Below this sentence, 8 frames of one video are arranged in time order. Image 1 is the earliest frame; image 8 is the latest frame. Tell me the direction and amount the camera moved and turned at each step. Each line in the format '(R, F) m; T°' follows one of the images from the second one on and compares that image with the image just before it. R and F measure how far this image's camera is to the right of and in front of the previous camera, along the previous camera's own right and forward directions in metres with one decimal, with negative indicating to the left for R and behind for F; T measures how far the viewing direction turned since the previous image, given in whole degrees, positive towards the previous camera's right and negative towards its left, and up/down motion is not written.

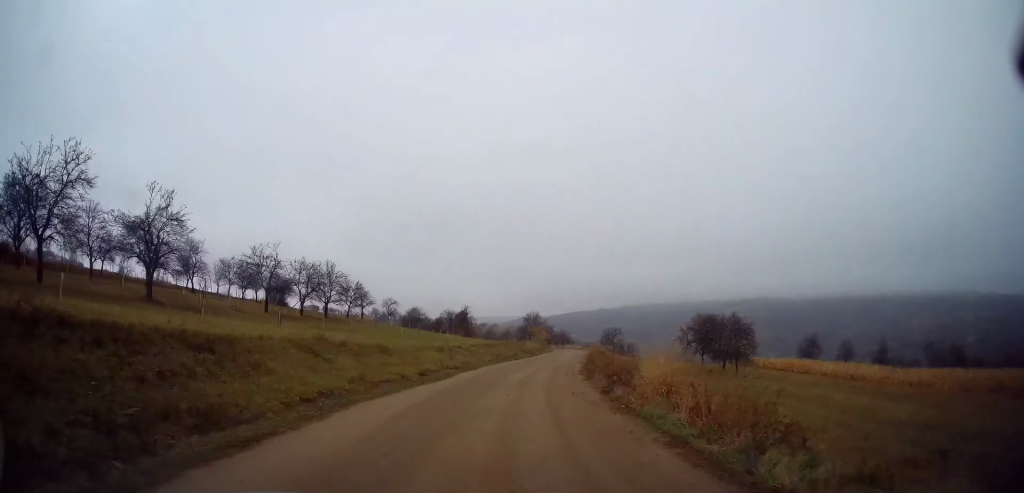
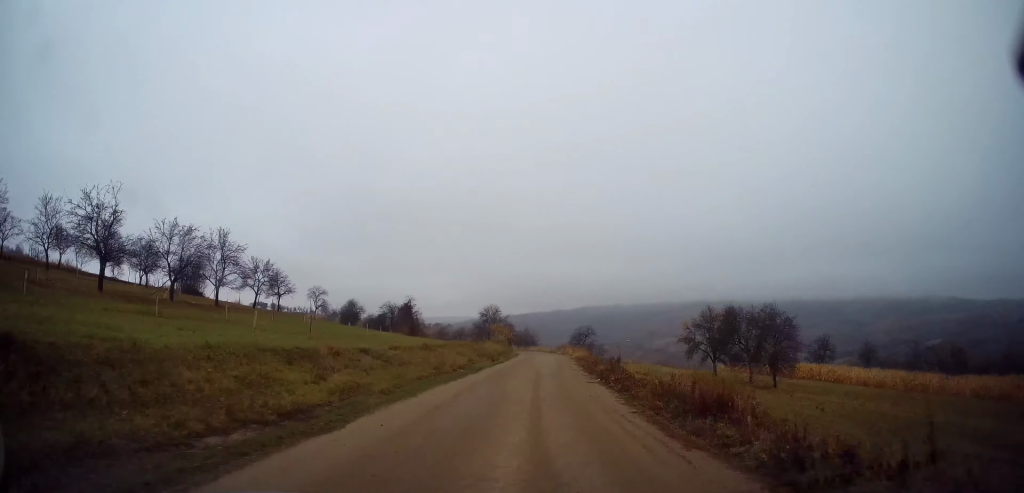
(+0.8, +16.2) m; +5°
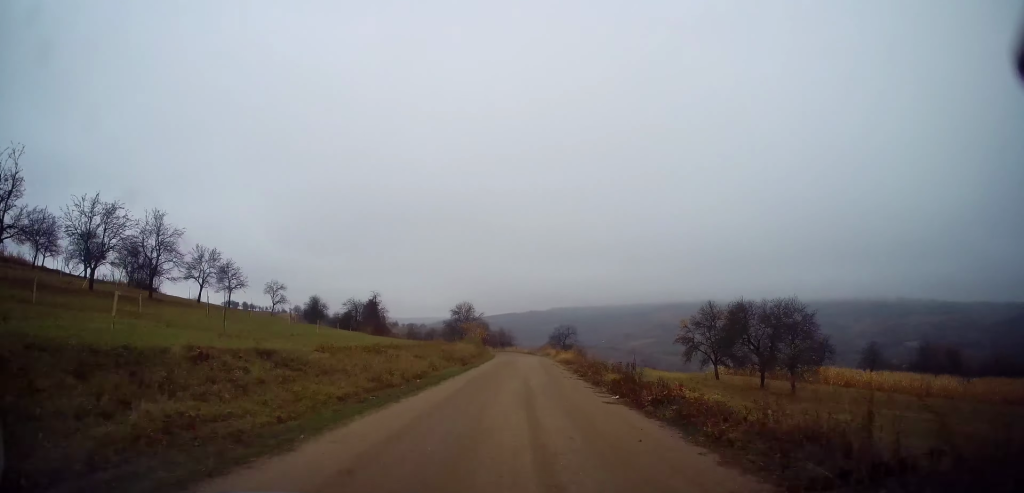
(0.0, +6.2) m; +2°
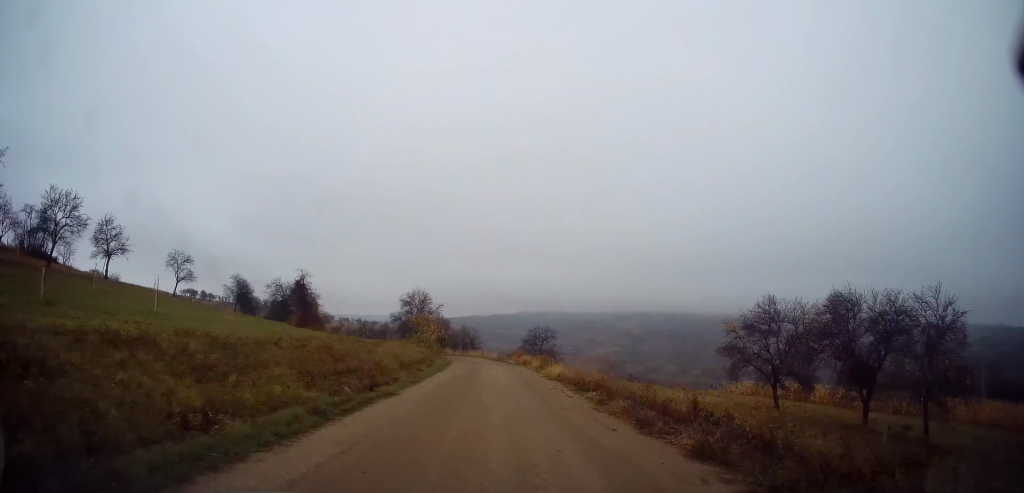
(+0.6, +15.5) m; +5°
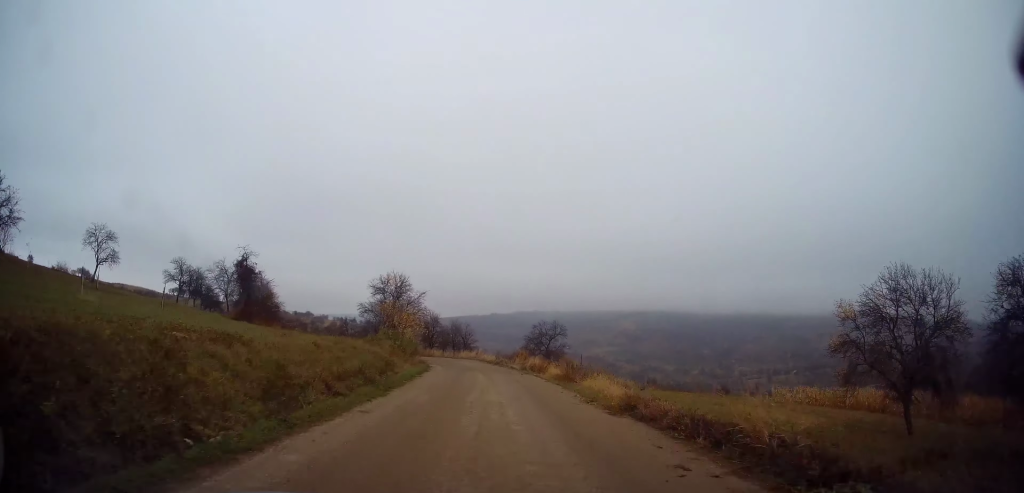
(+0.4, +11.7) m; +1°
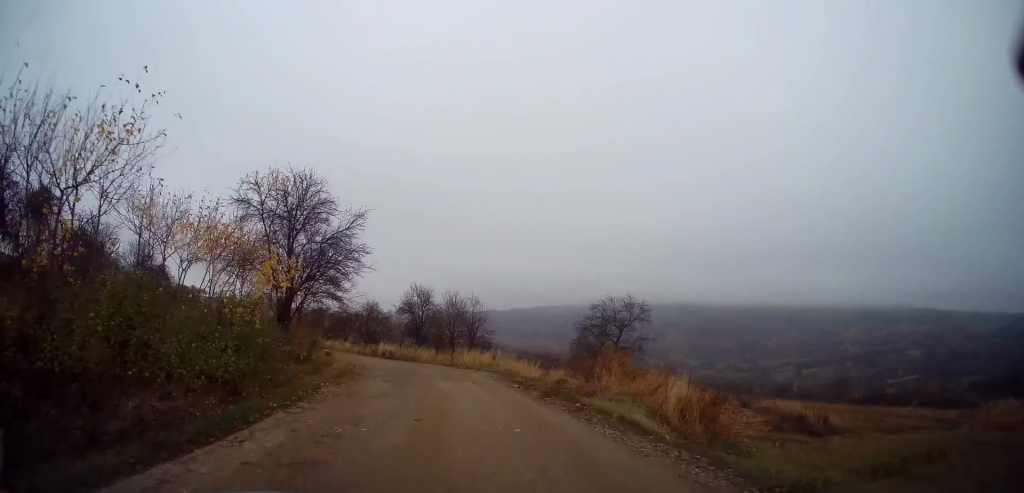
(-0.7, +24.8) m; -4°
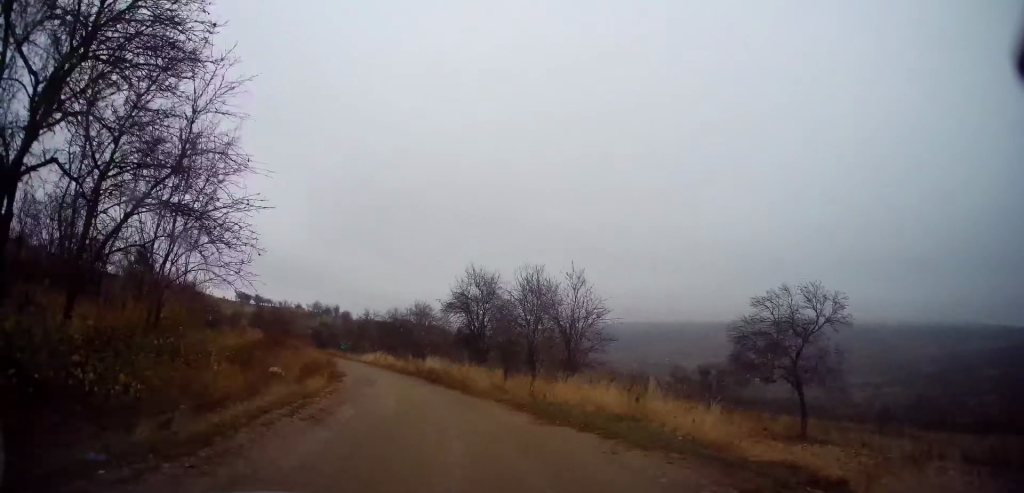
(-0.4, +14.4) m; -5°
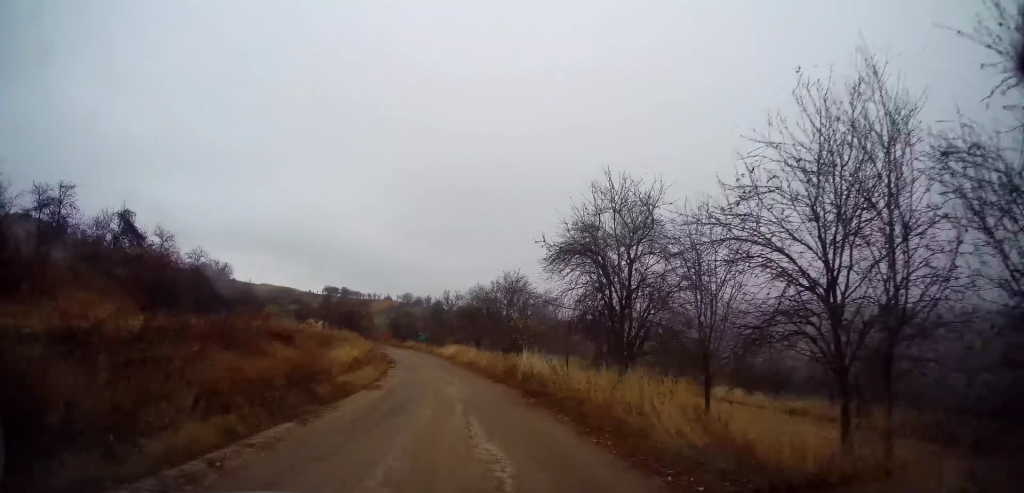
(-0.7, +12.3) m; -7°
